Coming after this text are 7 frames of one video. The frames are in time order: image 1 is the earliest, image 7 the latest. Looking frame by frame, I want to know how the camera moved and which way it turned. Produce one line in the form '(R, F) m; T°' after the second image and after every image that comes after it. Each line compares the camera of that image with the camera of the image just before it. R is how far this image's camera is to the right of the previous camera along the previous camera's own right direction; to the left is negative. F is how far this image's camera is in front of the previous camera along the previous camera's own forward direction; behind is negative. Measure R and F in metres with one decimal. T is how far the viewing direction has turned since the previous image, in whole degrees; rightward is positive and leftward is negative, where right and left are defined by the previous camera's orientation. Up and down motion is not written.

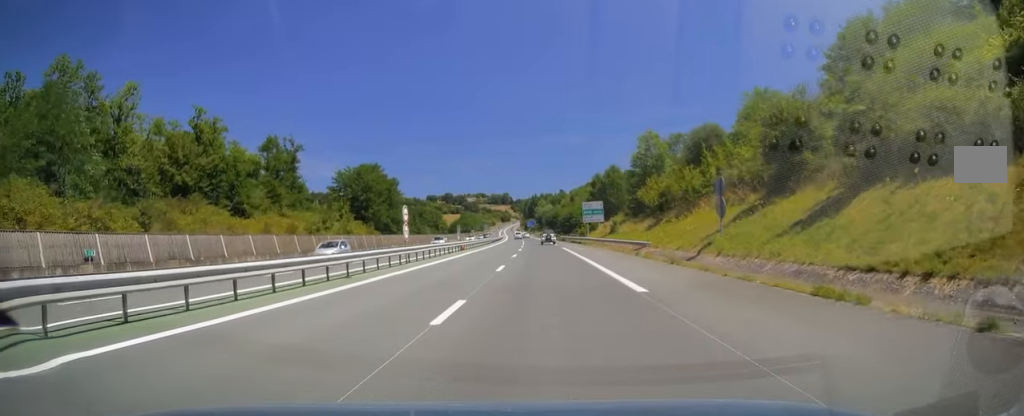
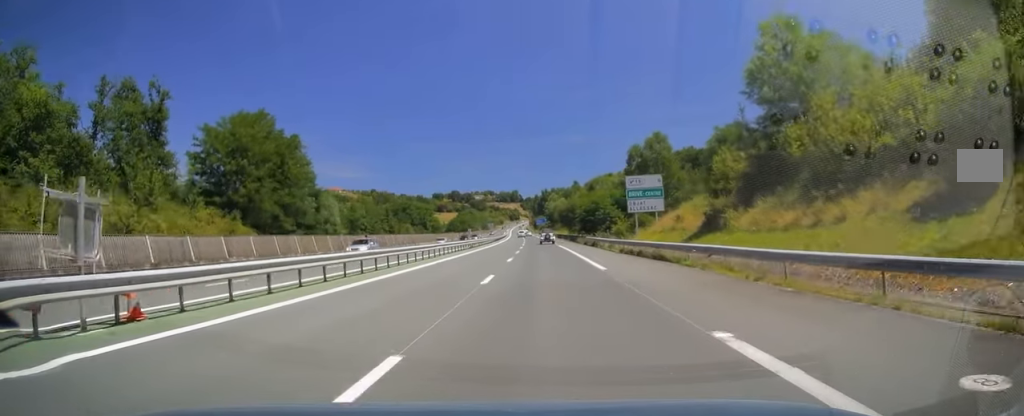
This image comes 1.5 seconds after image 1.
(-0.5, +44.3) m; -1°
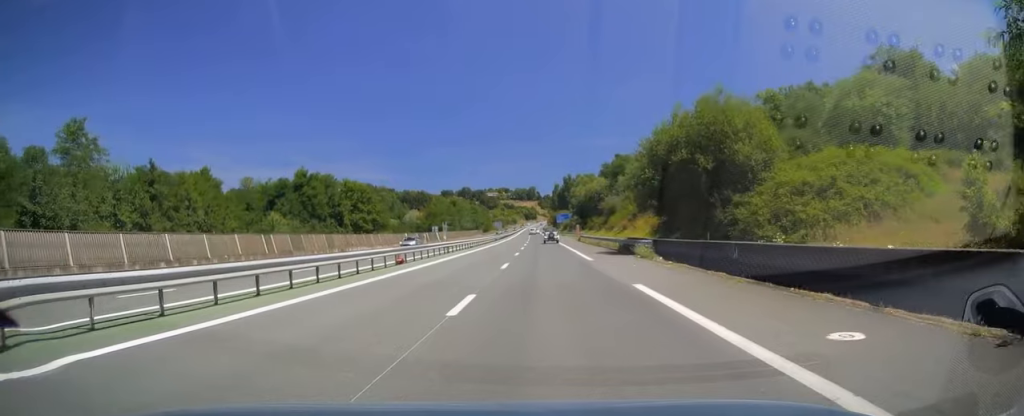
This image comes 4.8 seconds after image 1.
(-2.3, +96.9) m; -3°
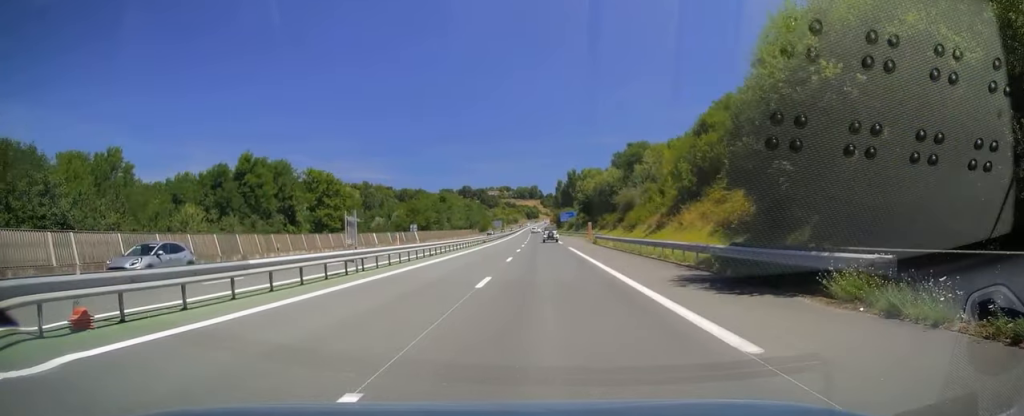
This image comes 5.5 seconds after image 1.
(+0.2, +21.2) m; 0°
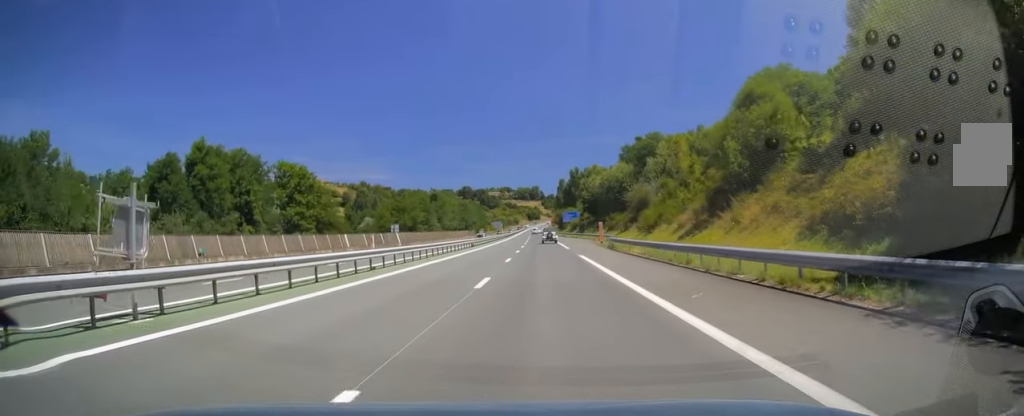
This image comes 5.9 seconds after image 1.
(0.0, +12.8) m; 0°
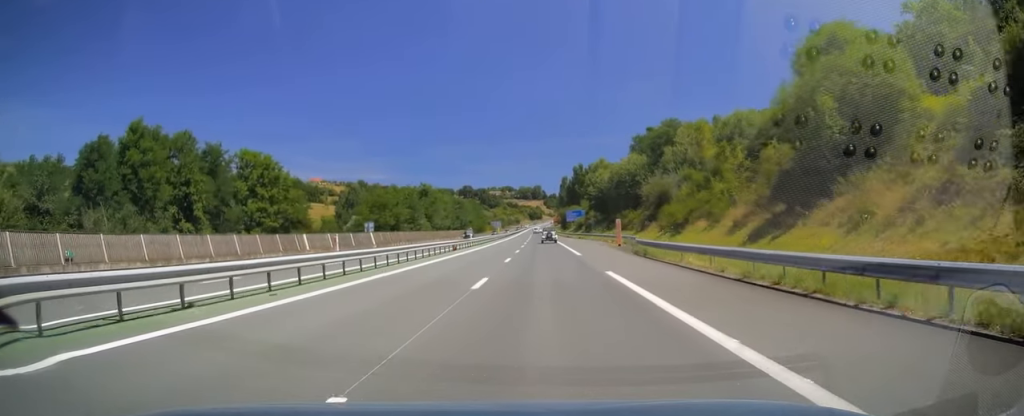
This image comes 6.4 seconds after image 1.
(0.0, +13.2) m; 0°
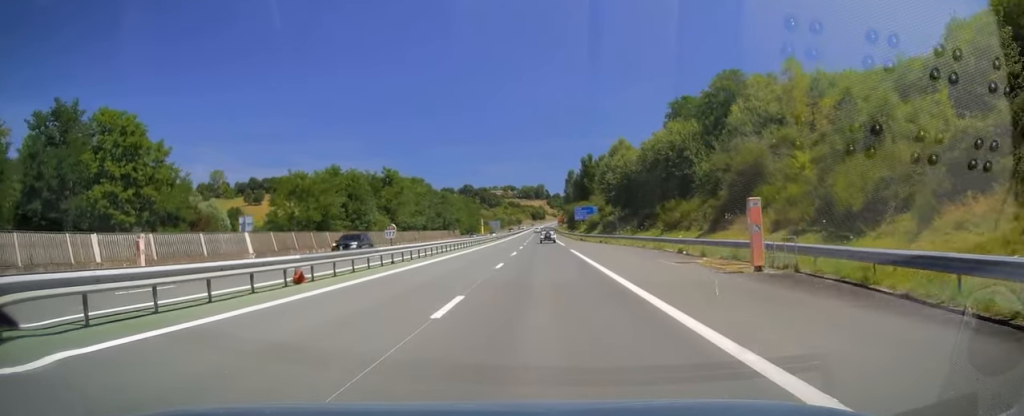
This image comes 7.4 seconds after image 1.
(-0.1, +30.8) m; 0°
